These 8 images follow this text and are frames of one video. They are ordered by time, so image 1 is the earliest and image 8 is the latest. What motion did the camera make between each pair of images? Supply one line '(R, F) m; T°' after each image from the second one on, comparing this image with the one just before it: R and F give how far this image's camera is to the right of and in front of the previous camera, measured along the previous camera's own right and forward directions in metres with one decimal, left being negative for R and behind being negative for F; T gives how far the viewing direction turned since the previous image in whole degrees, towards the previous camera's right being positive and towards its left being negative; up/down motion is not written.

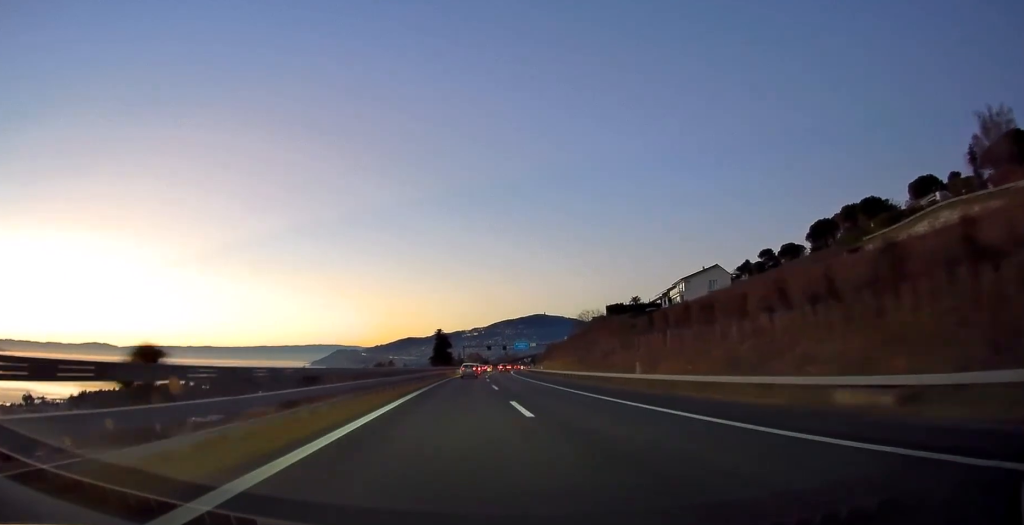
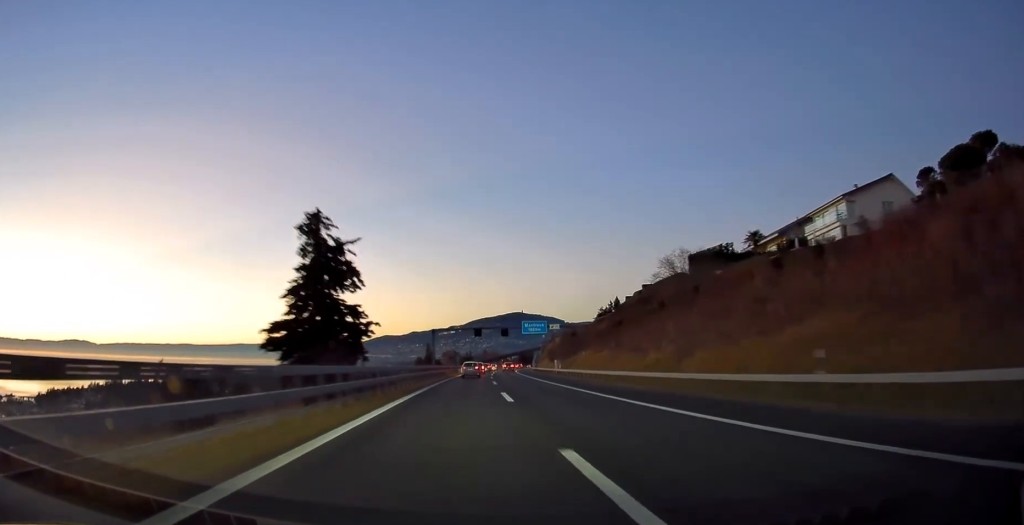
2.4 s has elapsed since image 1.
(+1.5, +66.7) m; +2°
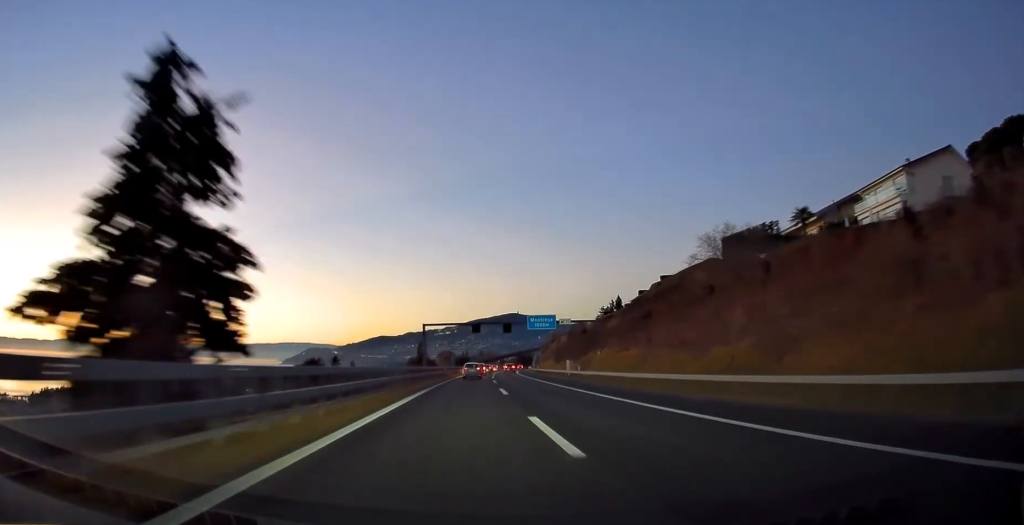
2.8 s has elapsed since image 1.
(-0.2, +13.0) m; 0°
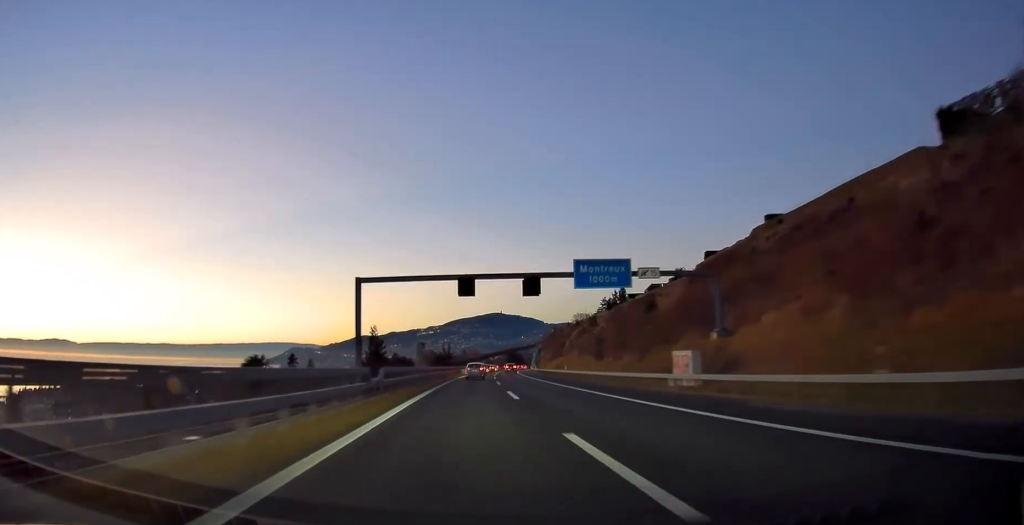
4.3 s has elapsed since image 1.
(+0.6, +39.8) m; +2°
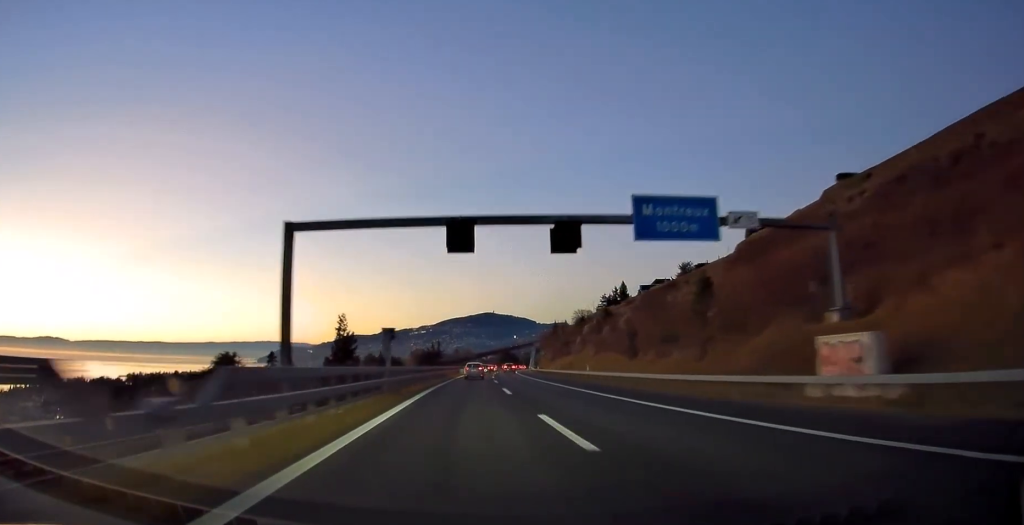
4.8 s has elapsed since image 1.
(0.0, +13.7) m; +1°
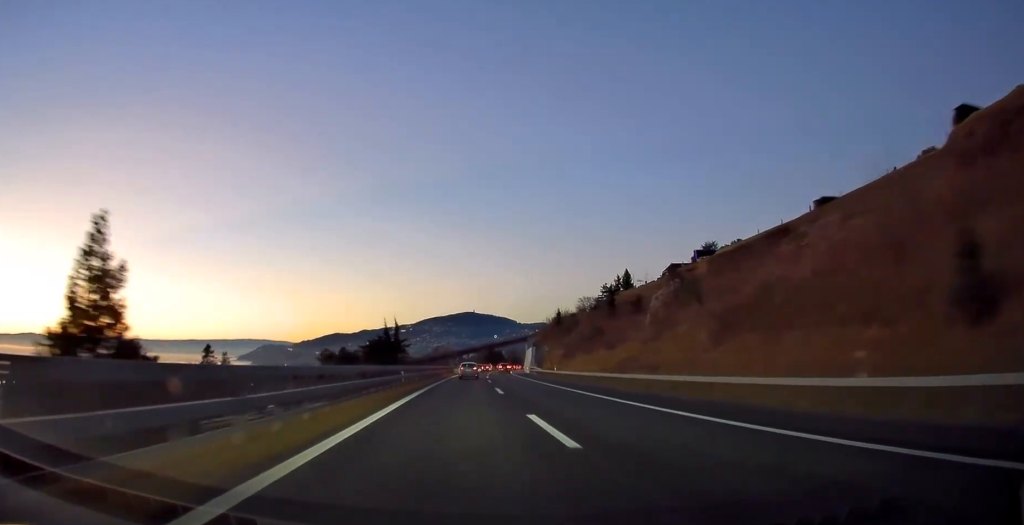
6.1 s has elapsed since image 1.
(+0.6, +35.5) m; +2°
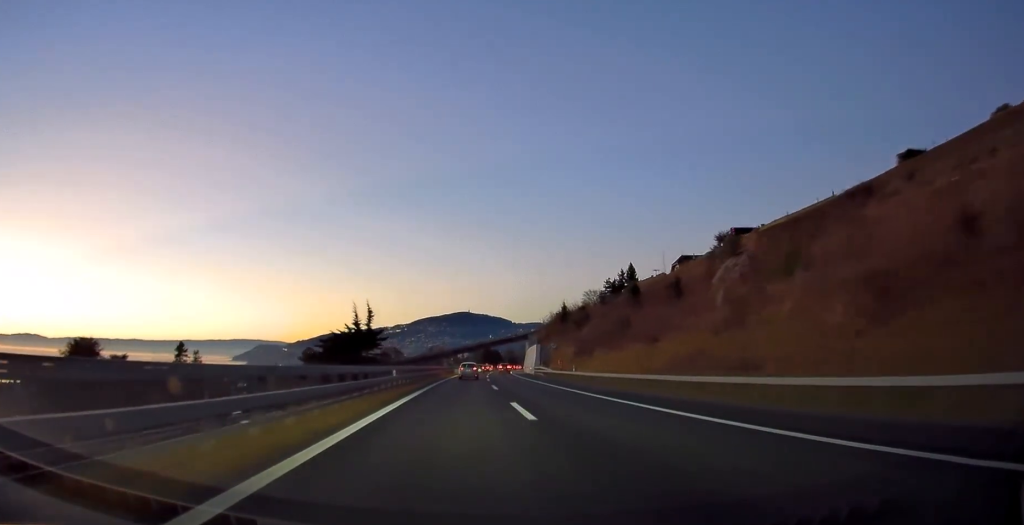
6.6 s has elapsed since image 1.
(+0.1, +13.6) m; 0°
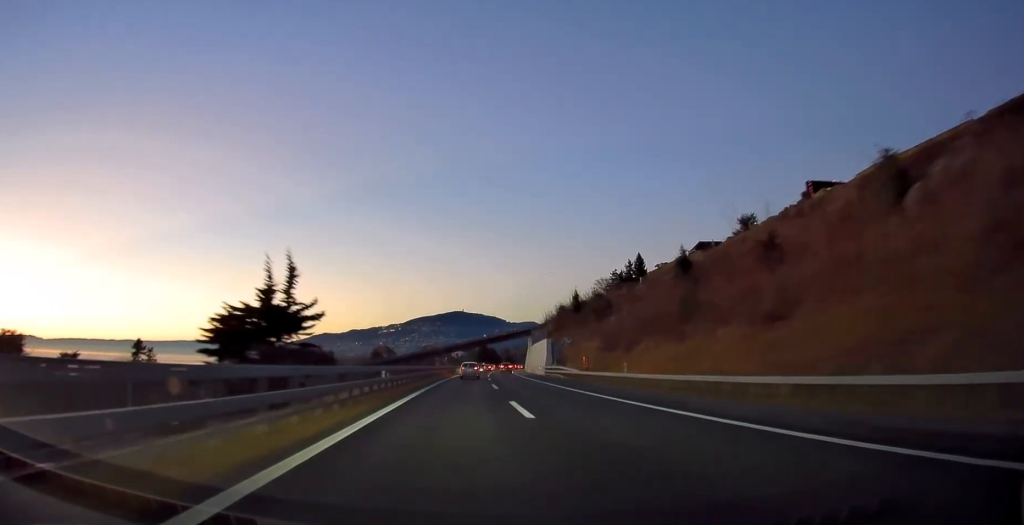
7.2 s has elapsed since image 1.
(0.0, +17.2) m; +1°
